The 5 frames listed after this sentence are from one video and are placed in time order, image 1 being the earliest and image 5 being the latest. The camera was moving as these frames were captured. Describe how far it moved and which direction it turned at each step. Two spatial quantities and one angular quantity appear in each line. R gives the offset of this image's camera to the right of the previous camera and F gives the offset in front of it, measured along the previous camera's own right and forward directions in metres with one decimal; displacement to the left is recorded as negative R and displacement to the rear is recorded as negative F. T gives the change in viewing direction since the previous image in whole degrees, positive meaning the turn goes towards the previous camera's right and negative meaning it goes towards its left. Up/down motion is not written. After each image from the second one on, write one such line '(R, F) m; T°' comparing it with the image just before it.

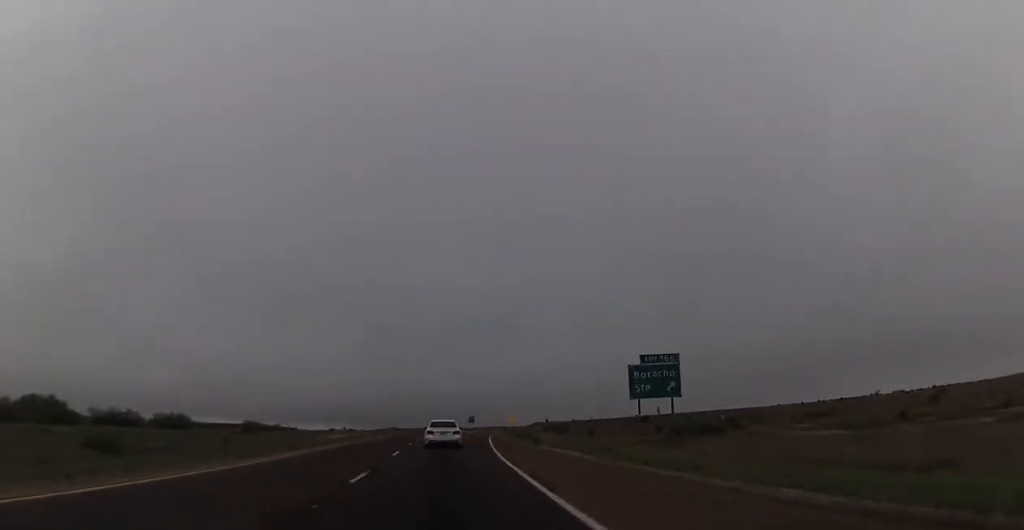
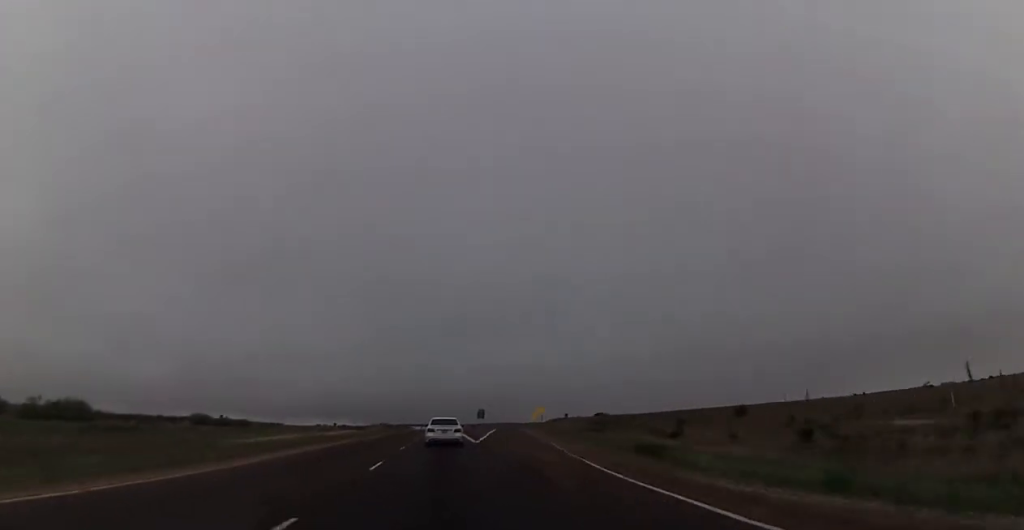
(+0.5, +45.4) m; 0°
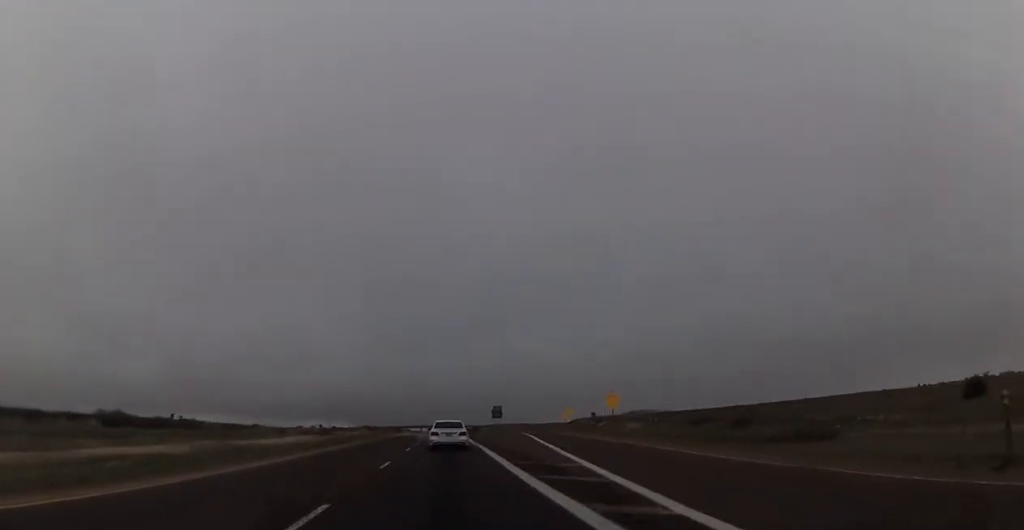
(-0.4, +46.4) m; -1°
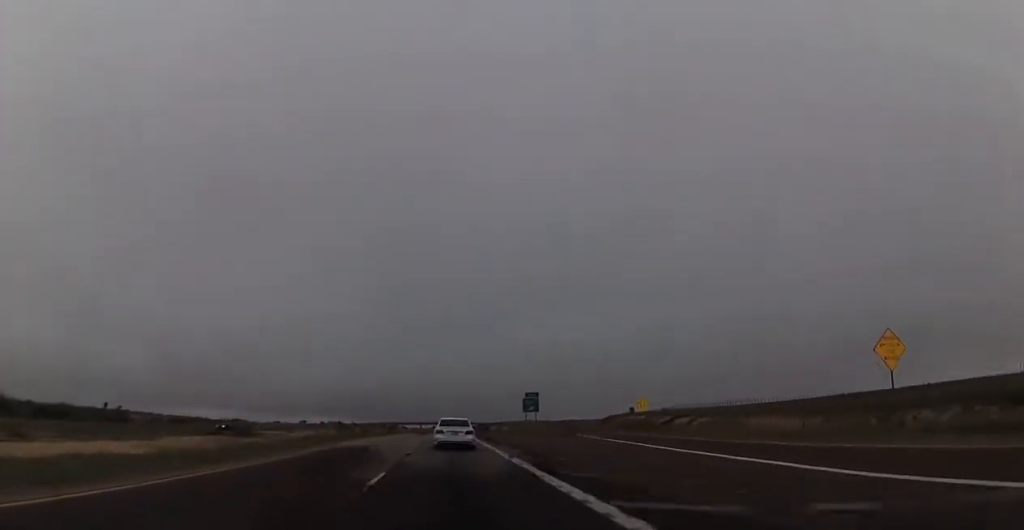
(-0.2, +42.6) m; +1°
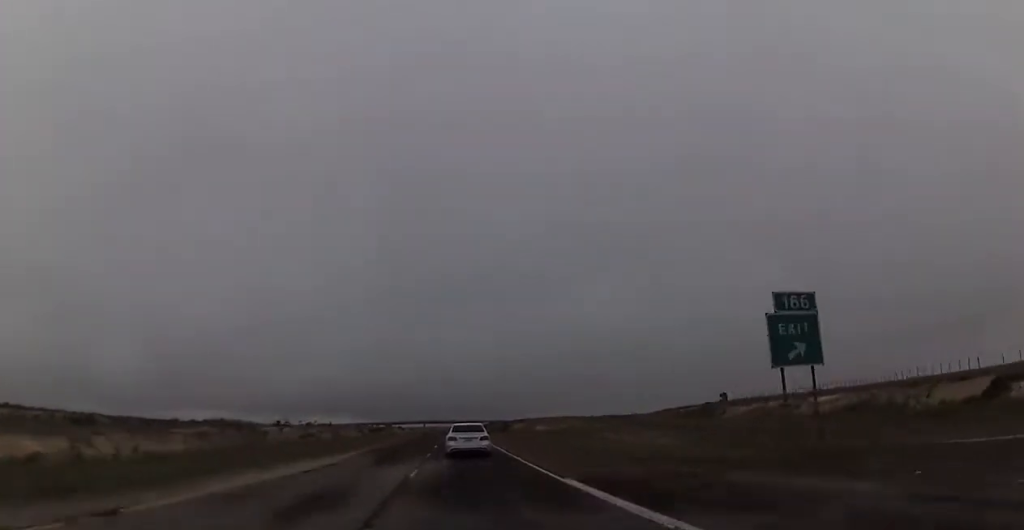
(+0.4, +56.8) m; 0°
